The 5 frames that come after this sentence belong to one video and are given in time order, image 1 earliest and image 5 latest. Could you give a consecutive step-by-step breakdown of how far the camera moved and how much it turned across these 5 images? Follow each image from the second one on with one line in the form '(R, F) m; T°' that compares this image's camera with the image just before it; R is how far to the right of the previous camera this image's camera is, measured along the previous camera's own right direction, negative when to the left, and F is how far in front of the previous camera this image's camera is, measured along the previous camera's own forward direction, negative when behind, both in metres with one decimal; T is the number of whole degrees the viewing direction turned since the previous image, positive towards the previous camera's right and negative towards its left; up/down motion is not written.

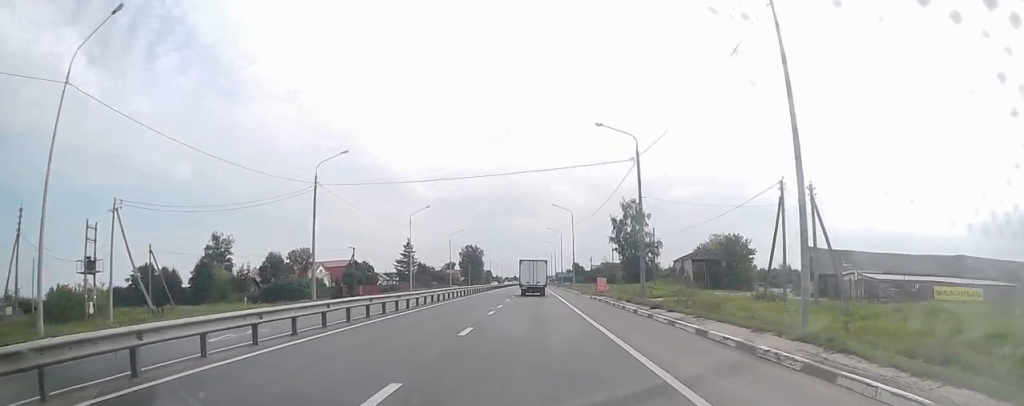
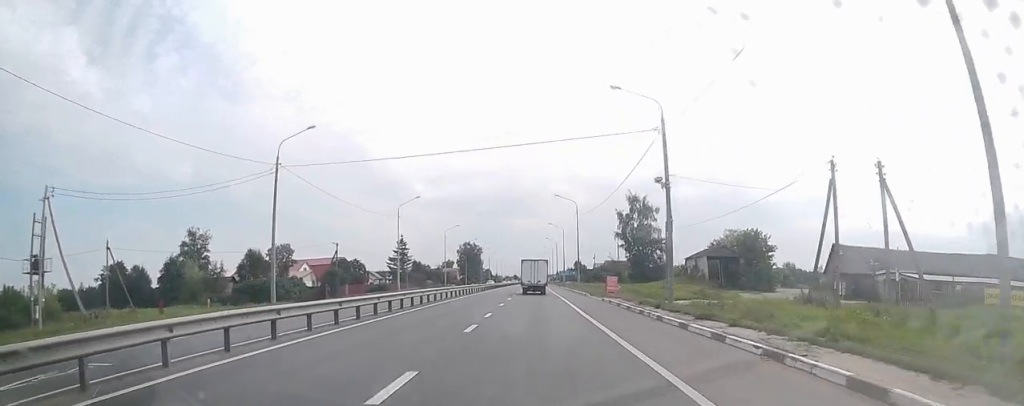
(0.0, +7.2) m; 0°
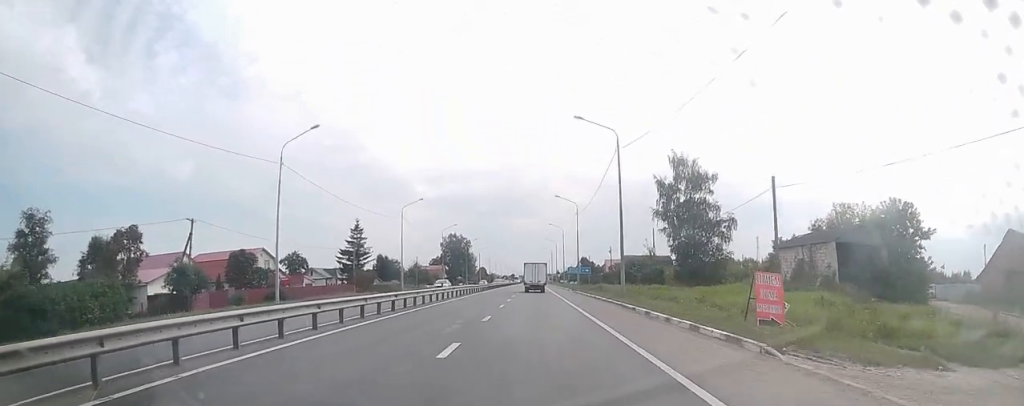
(+0.9, +34.0) m; +2°
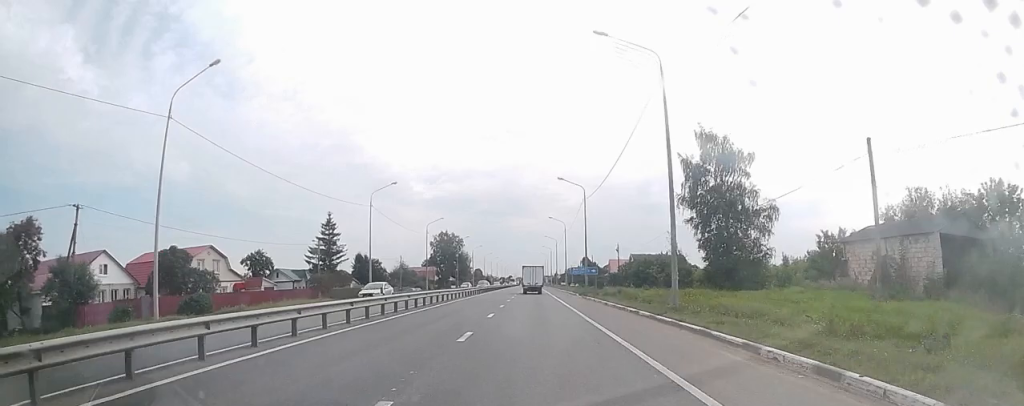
(-0.2, +13.2) m; -1°
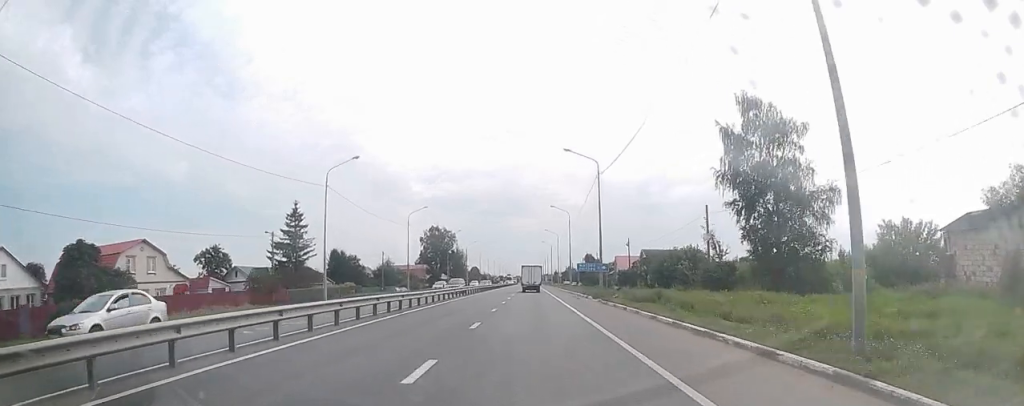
(-0.2, +12.8) m; -1°
